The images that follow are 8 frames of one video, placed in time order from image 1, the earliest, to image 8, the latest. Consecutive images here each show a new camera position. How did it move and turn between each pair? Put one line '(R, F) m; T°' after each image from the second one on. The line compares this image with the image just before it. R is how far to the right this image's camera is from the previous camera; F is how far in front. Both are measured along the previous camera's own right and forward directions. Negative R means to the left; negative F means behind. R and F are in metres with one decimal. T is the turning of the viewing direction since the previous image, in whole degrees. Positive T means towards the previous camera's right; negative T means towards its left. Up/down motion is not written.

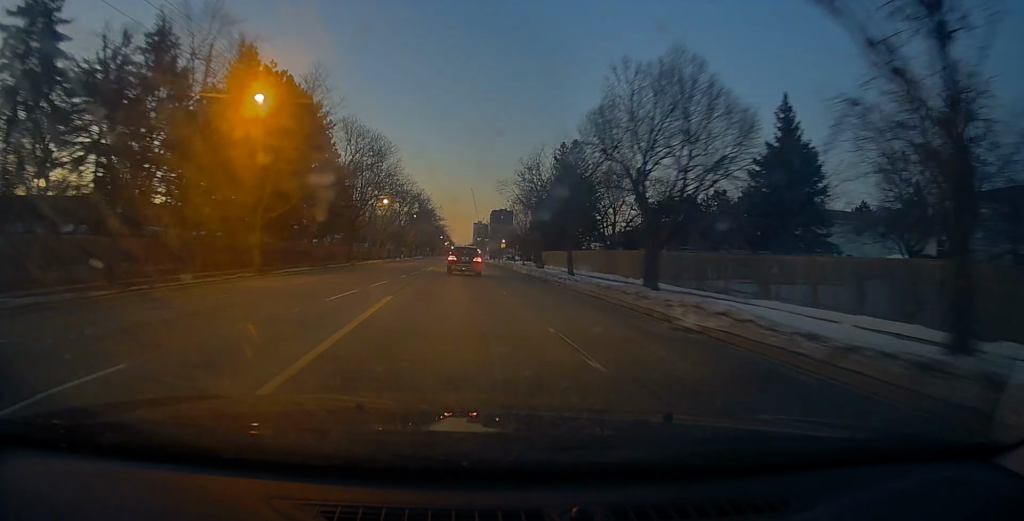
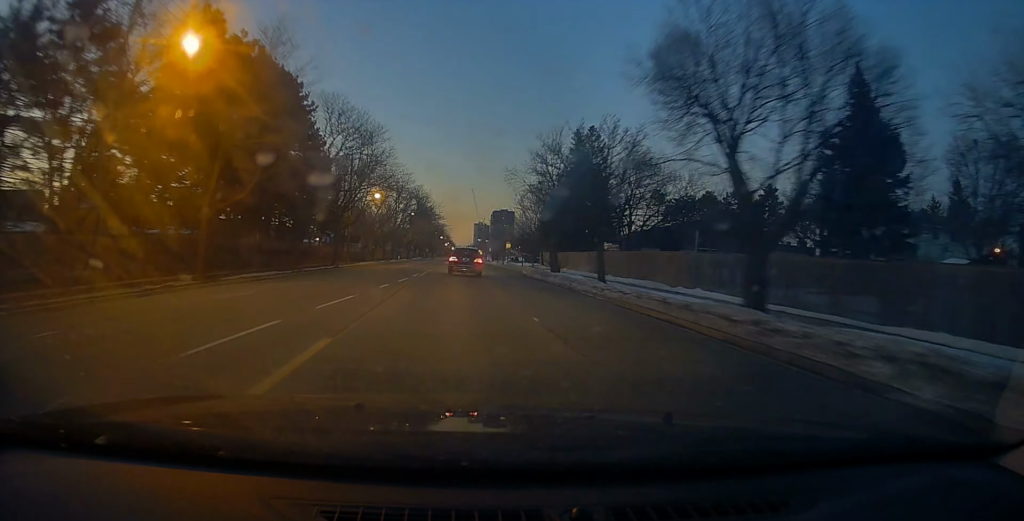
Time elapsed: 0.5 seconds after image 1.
(-0.1, +7.7) m; -1°
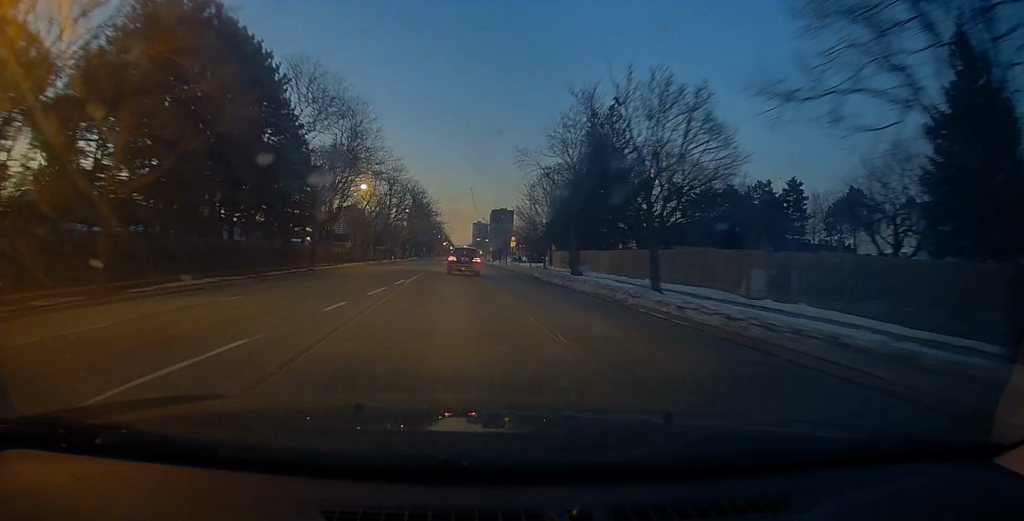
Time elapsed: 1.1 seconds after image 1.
(0.0, +8.2) m; 0°
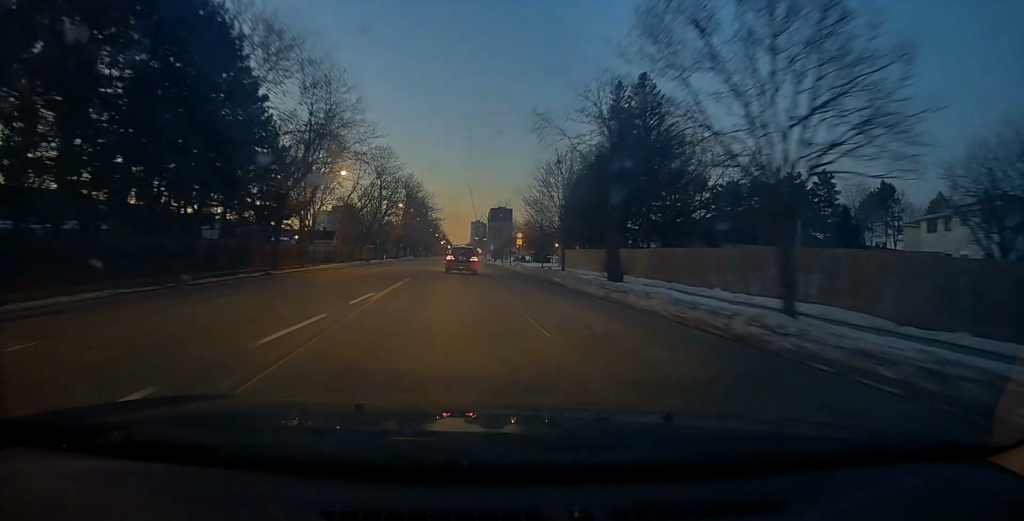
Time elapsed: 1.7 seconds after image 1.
(0.0, +9.1) m; 0°
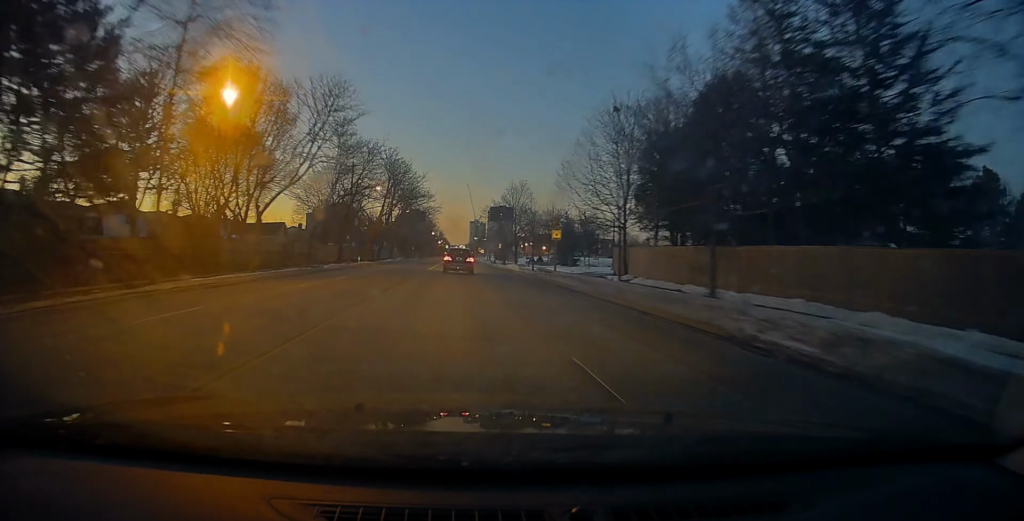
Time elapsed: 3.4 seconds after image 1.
(0.0, +23.5) m; +1°
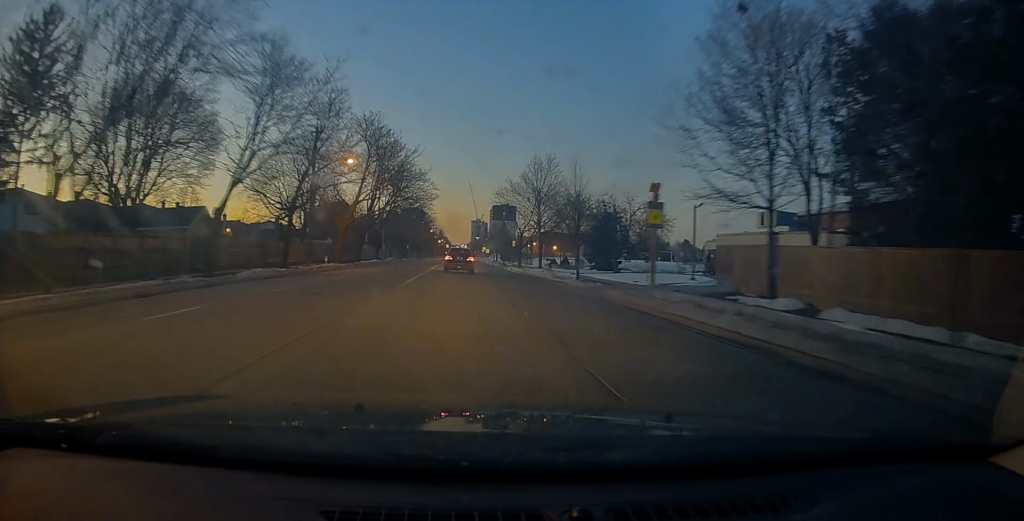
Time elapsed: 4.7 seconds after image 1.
(+0.4, +18.3) m; +1°
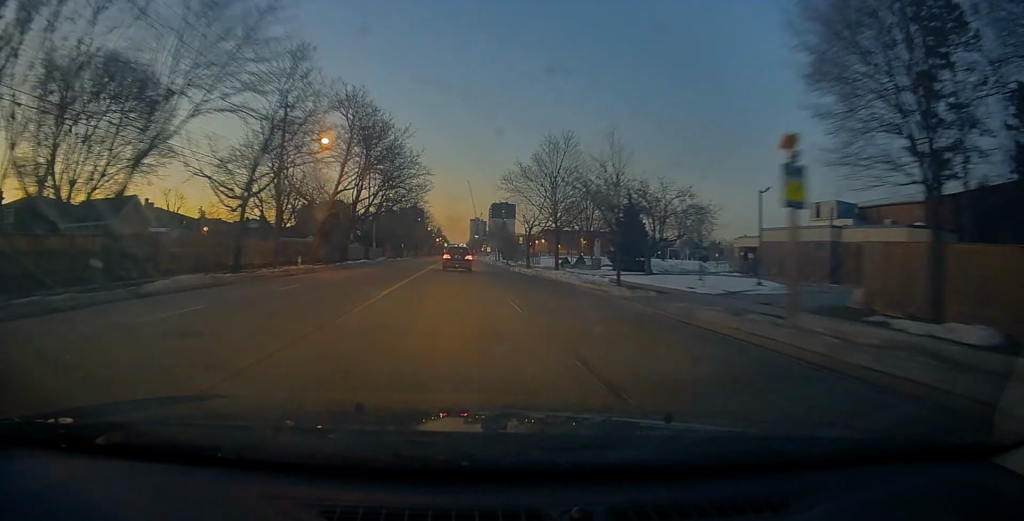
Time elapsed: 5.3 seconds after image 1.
(+0.1, +8.4) m; -2°
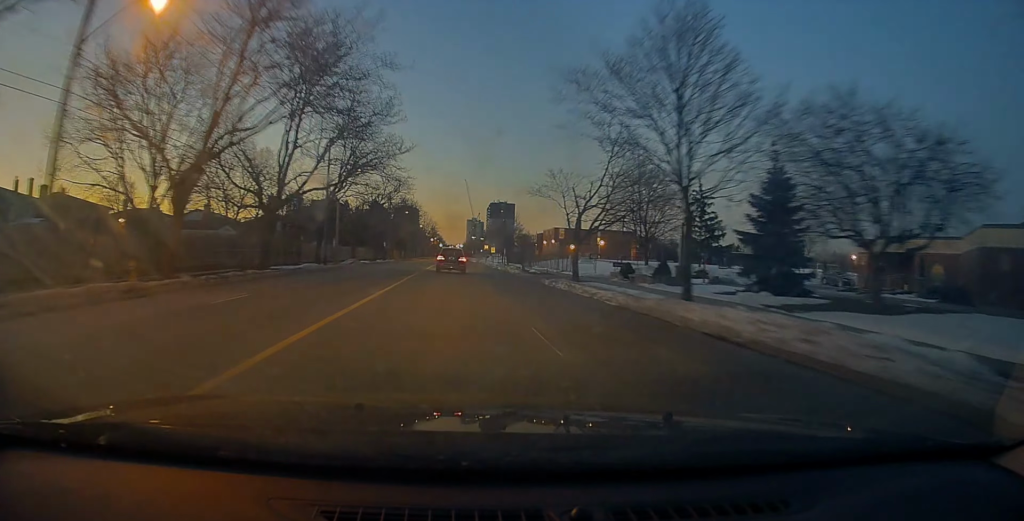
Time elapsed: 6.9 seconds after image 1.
(-0.5, +23.3) m; 0°
